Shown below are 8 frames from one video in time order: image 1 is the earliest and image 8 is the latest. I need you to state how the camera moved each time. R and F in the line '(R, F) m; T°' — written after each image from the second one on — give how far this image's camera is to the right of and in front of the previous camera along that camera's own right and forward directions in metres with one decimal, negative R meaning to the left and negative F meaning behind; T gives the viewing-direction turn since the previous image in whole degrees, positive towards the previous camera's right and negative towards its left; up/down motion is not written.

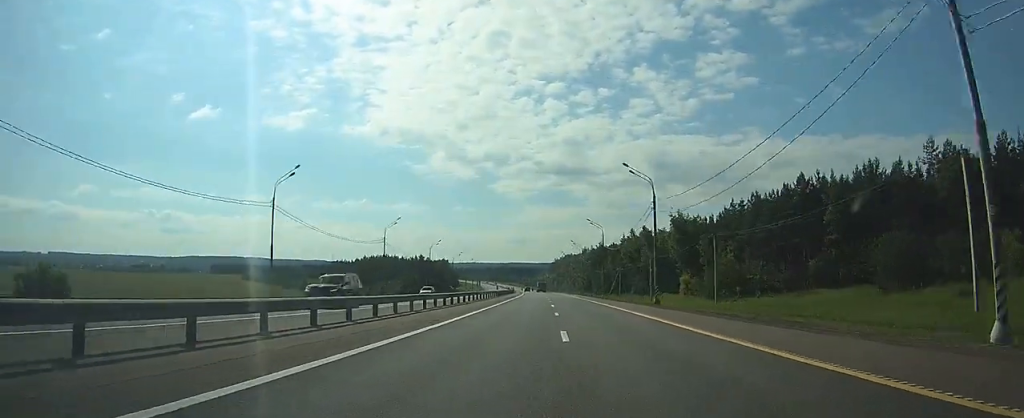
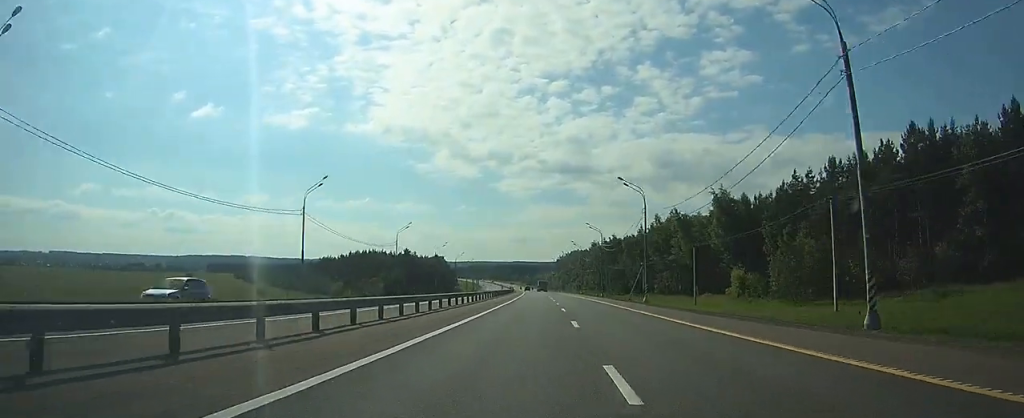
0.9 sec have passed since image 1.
(-0.3, +31.3) m; -1°
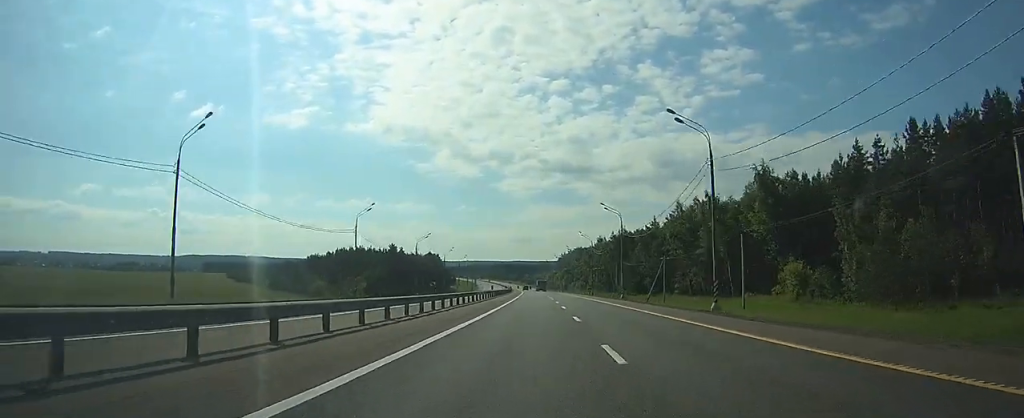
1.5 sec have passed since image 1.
(-0.1, +21.0) m; 0°
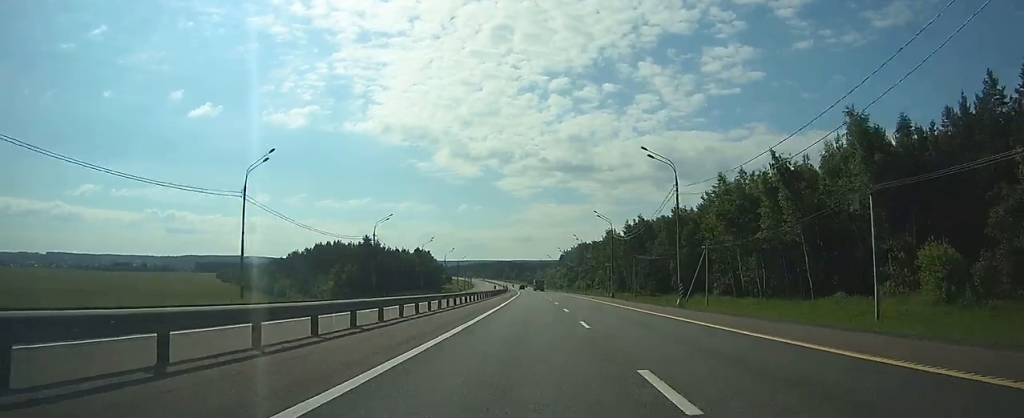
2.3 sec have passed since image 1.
(0.0, +28.0) m; 0°
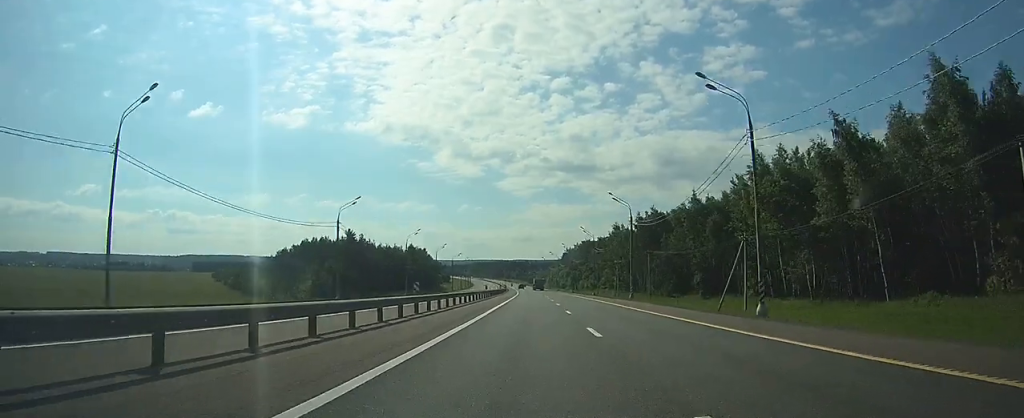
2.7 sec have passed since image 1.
(-0.1, +15.2) m; 0°
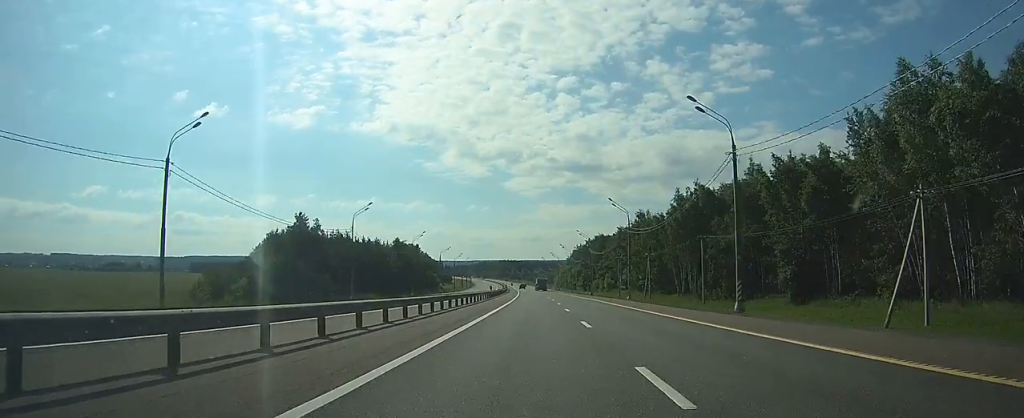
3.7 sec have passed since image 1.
(-0.1, +32.8) m; 0°
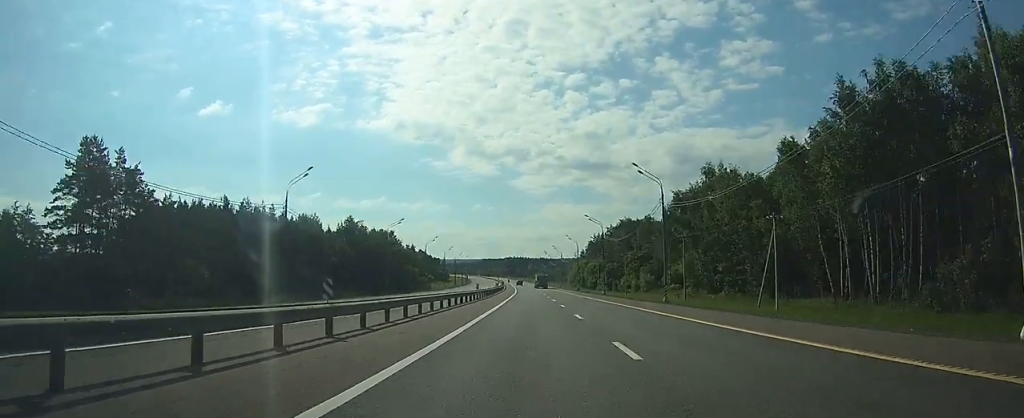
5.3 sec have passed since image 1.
(-0.2, +56.3) m; -1°
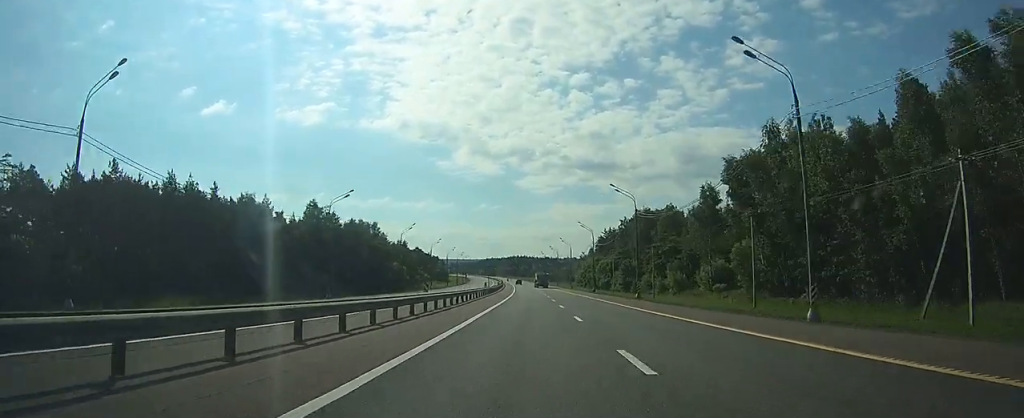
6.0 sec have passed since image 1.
(-0.2, +25.8) m; -1°
